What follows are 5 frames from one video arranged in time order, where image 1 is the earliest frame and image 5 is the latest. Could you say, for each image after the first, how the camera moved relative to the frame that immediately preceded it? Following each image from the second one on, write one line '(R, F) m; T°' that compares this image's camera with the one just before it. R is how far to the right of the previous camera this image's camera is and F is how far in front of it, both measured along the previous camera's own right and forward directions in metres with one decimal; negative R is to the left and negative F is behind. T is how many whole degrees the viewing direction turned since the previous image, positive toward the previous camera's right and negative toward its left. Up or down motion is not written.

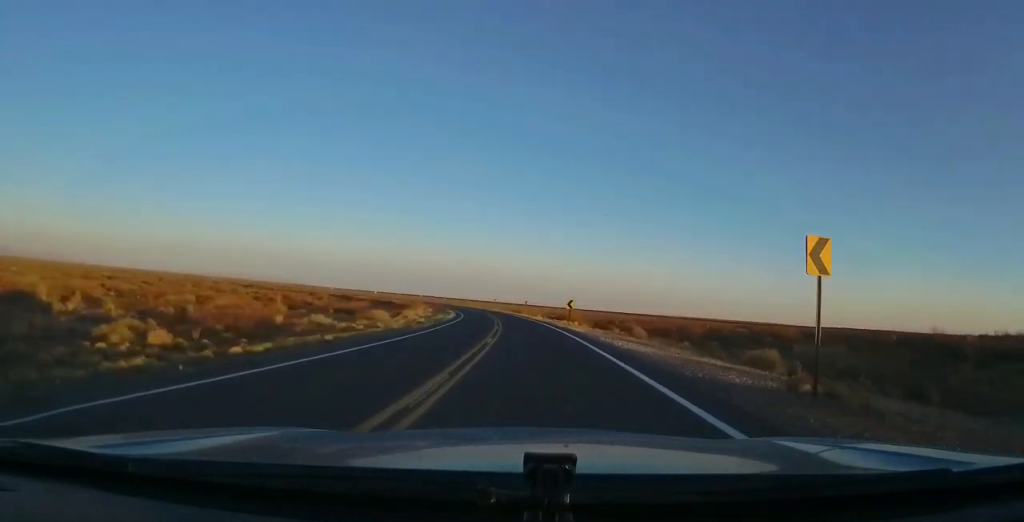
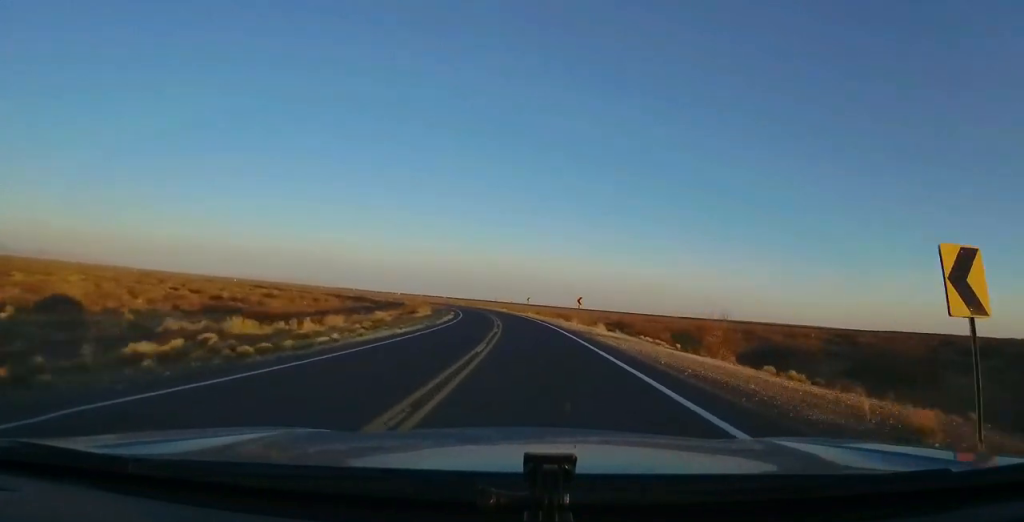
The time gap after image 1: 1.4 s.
(-1.8, +40.8) m; -5°
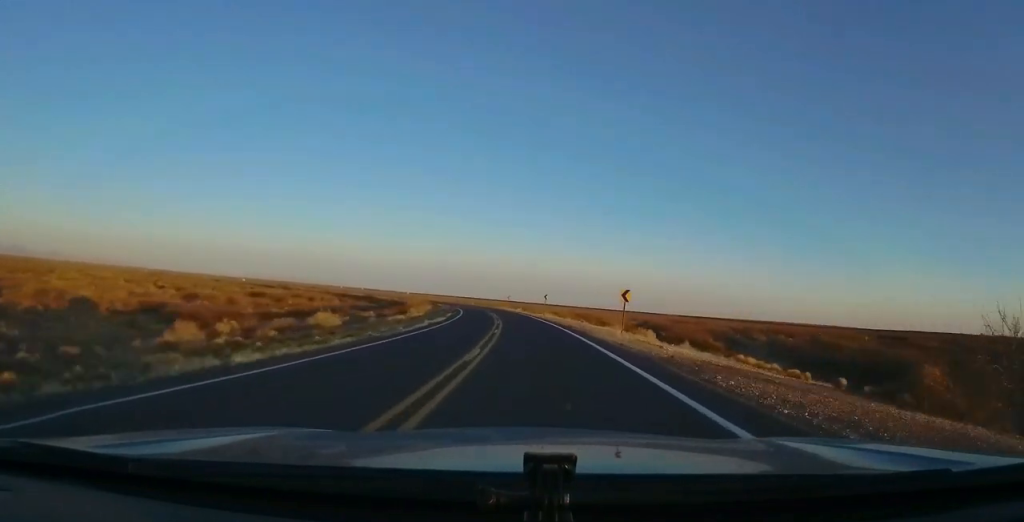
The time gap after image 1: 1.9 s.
(-0.3, +15.5) m; -2°
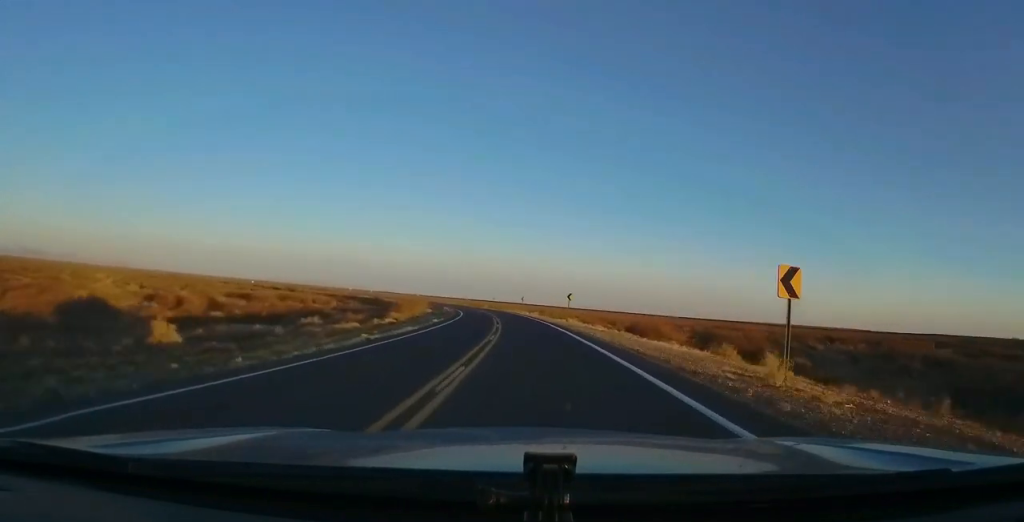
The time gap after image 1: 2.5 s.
(-0.3, +16.6) m; -2°
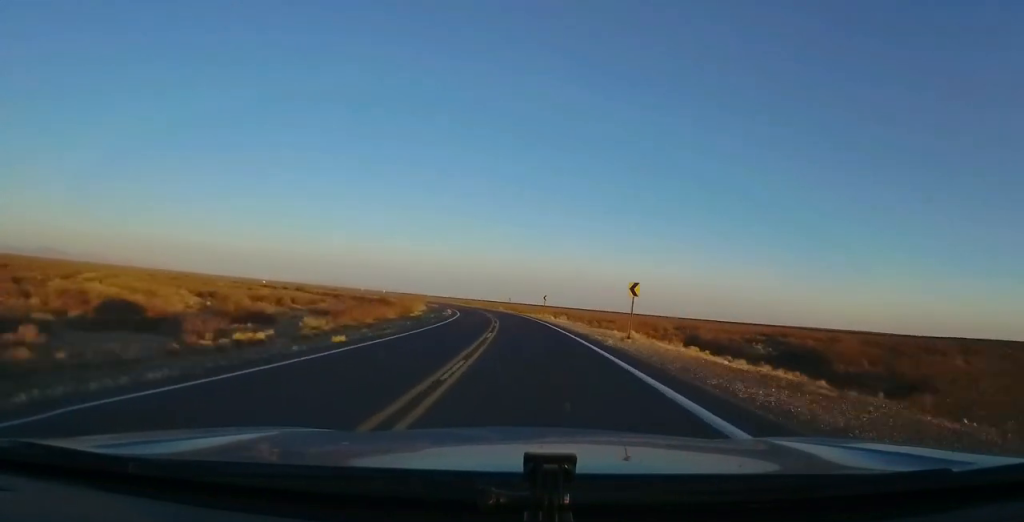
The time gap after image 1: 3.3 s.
(-0.5, +23.5) m; -2°
